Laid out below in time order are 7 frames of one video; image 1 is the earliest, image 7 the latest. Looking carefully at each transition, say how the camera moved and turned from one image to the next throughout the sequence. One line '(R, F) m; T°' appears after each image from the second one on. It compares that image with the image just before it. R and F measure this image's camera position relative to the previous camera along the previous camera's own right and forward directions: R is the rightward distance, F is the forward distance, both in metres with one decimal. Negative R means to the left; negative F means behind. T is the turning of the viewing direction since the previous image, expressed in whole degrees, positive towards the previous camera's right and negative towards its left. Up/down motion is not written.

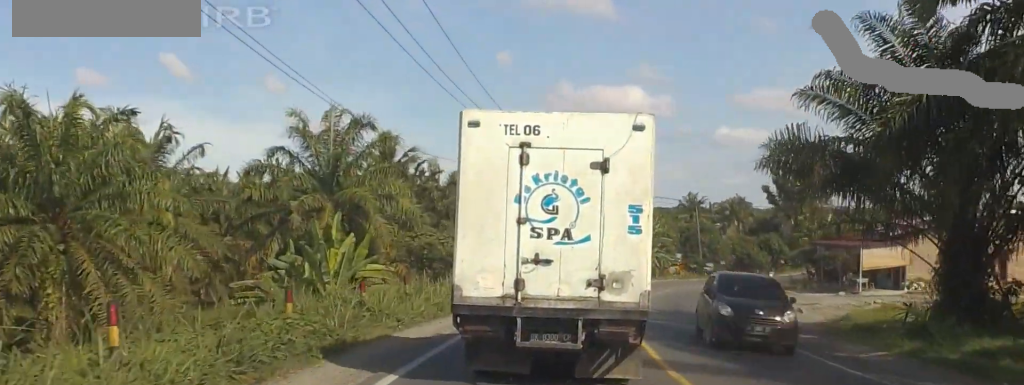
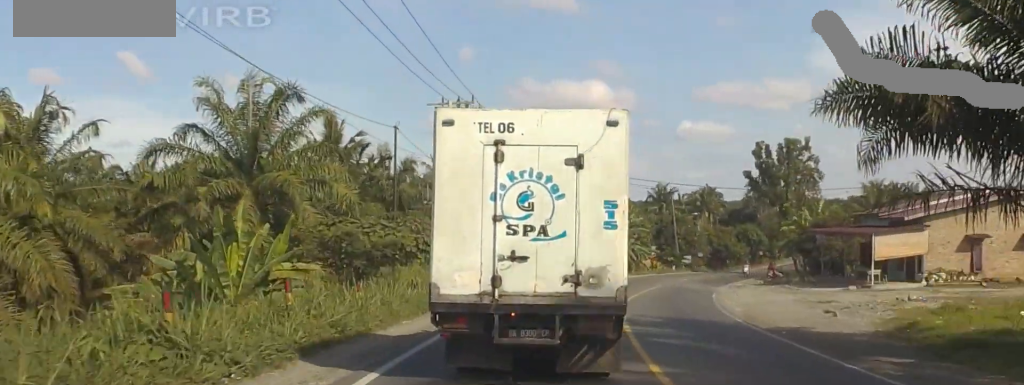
(+1.0, +7.9) m; +4°
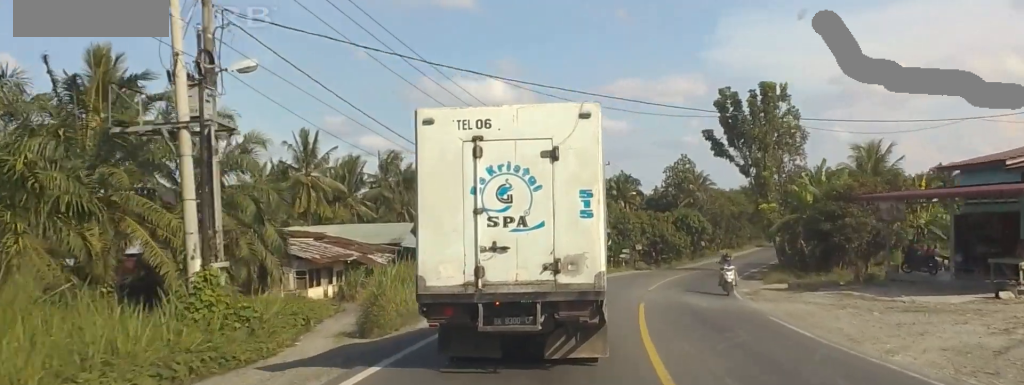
(-0.9, +25.1) m; -2°
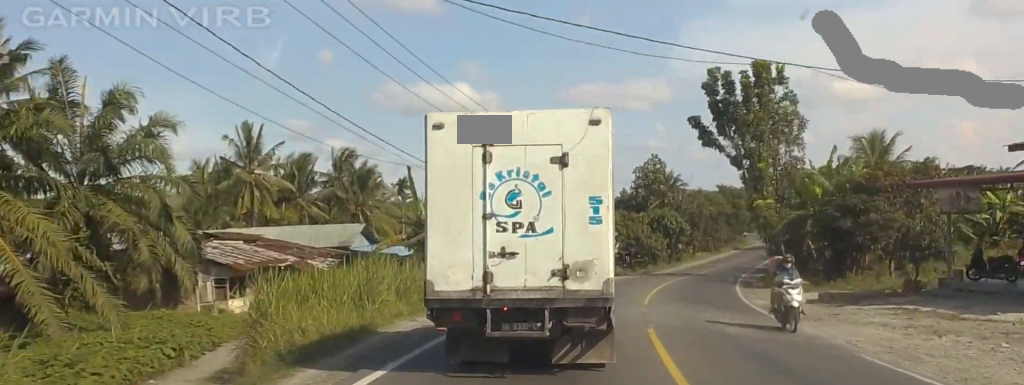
(0.0, +8.1) m; +2°
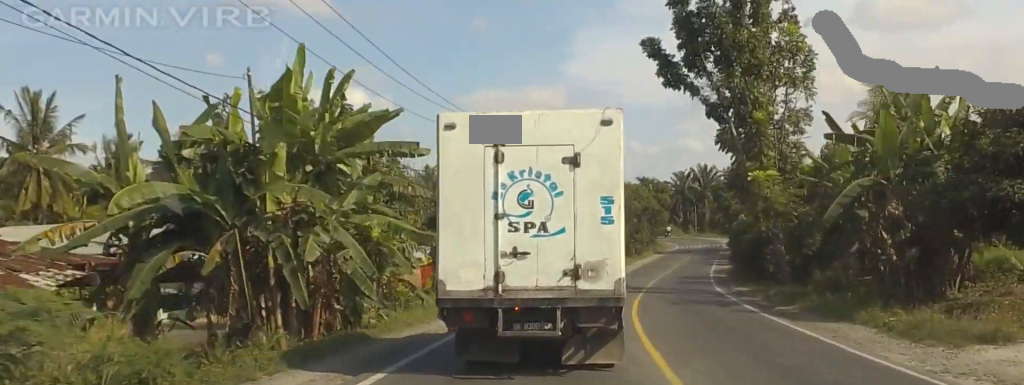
(+1.1, +20.7) m; +7°
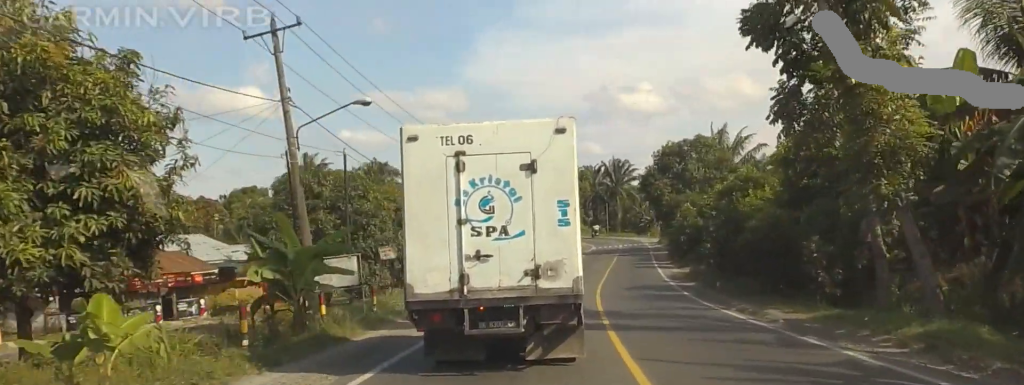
(+1.4, +19.5) m; +7°
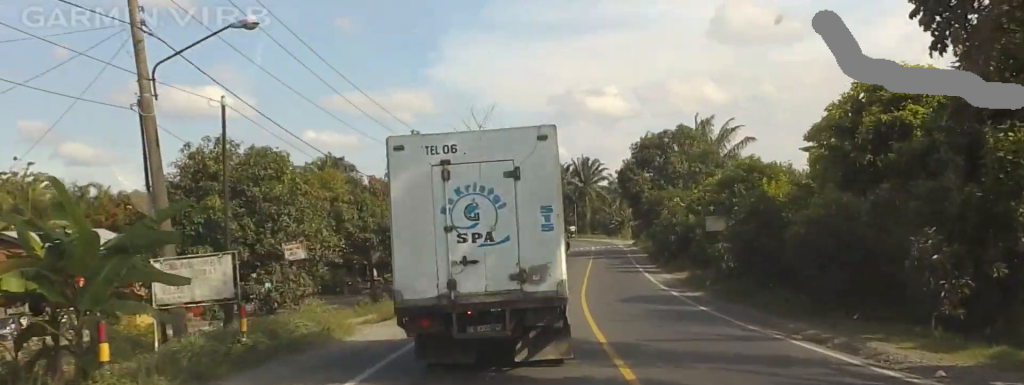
(+0.3, +8.7) m; +2°
